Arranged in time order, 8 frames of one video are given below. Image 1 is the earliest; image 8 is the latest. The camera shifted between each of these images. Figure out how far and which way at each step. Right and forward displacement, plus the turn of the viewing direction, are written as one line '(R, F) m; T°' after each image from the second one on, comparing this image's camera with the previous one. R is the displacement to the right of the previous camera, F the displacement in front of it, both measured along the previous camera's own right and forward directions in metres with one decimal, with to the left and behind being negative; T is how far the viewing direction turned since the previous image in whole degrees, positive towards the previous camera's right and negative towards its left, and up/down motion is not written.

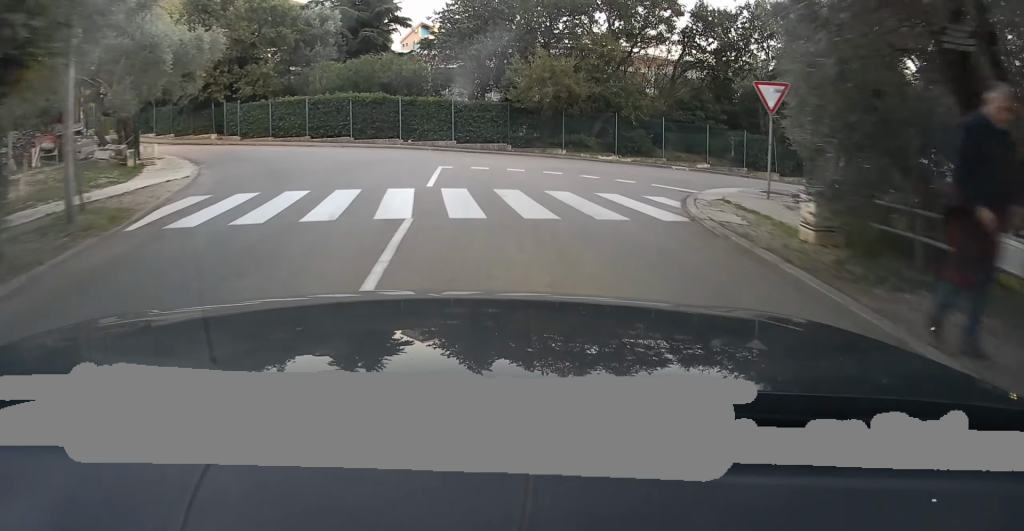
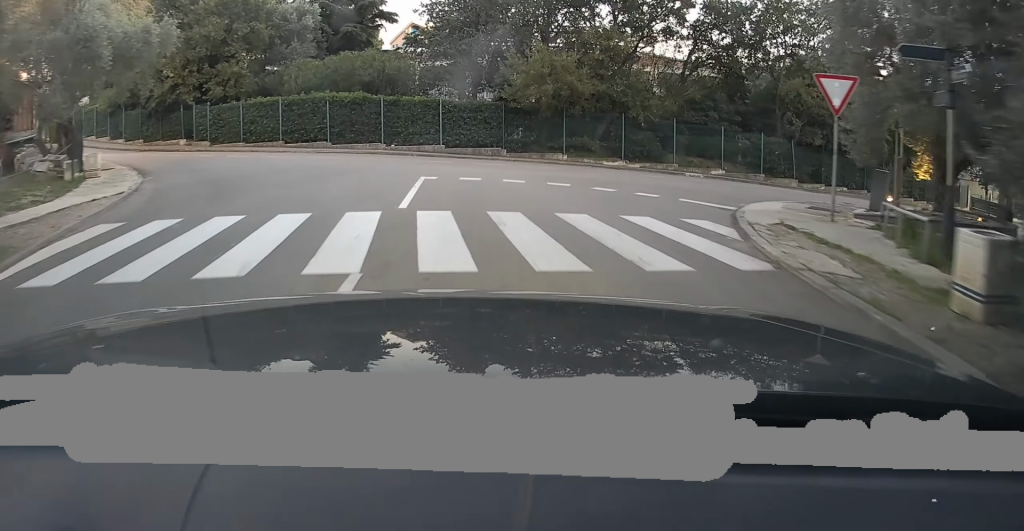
(0.0, +3.4) m; +1°
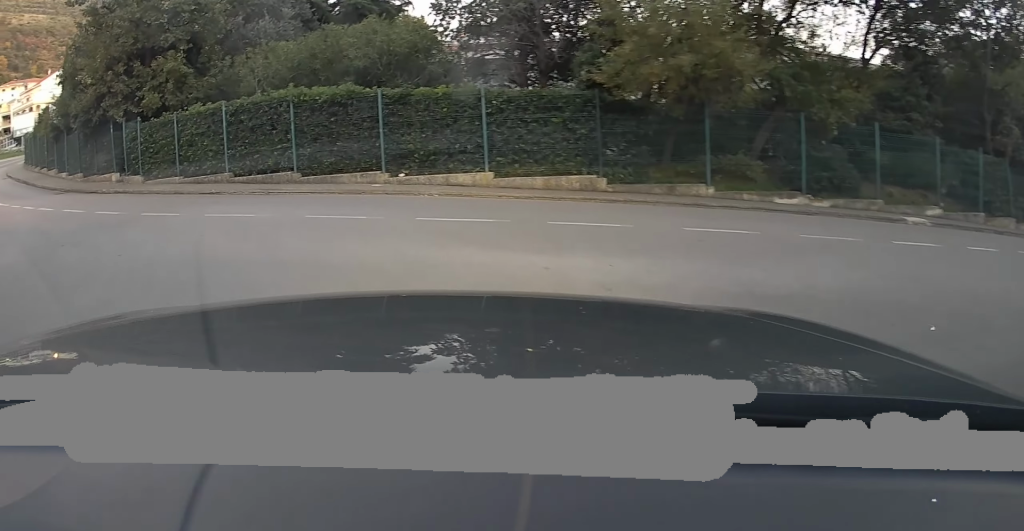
(0.0, +13.1) m; -10°
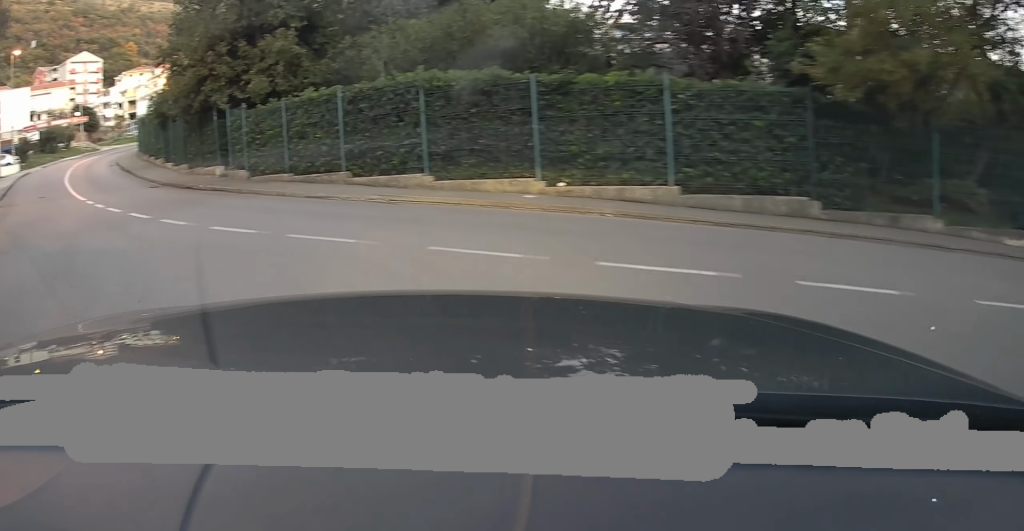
(-0.3, +3.4) m; -18°
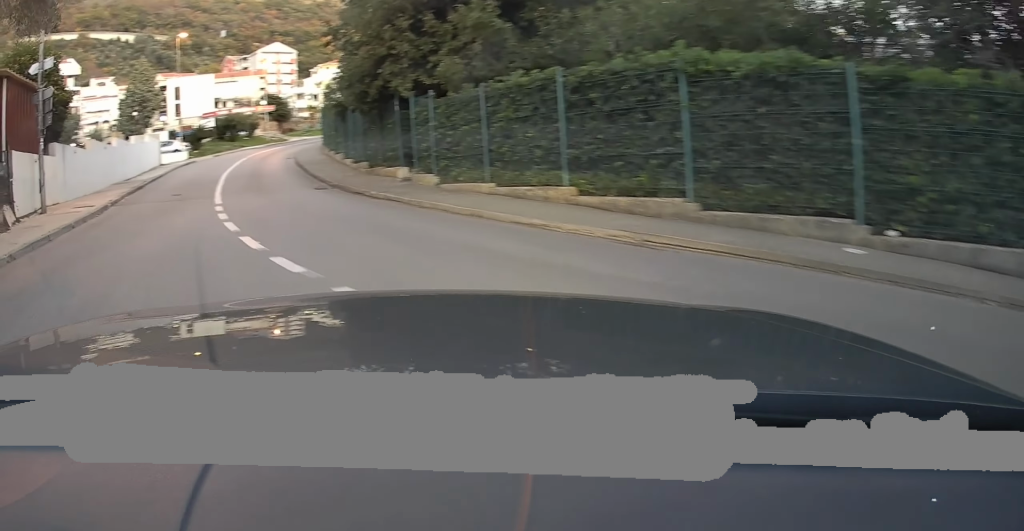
(-0.7, +3.7) m; -20°
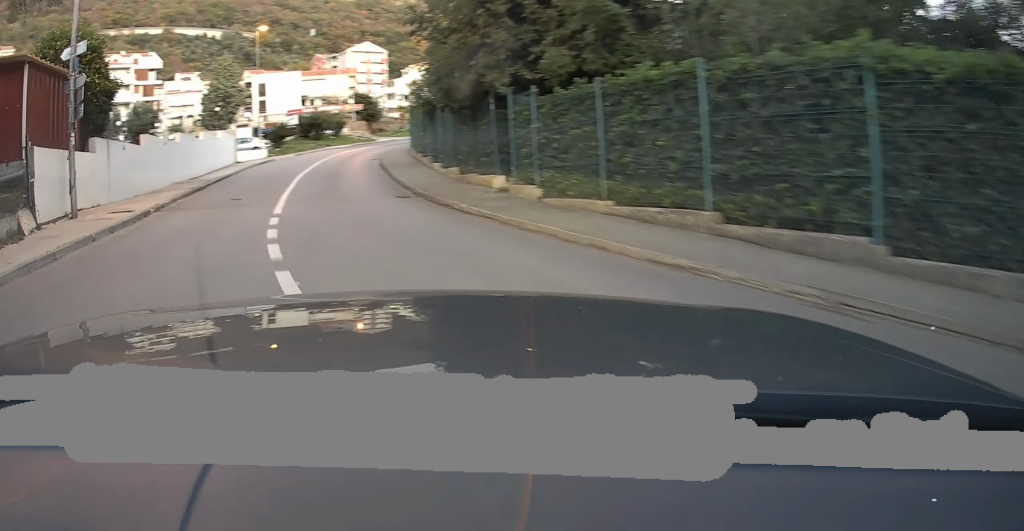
(-0.3, +2.3) m; -4°
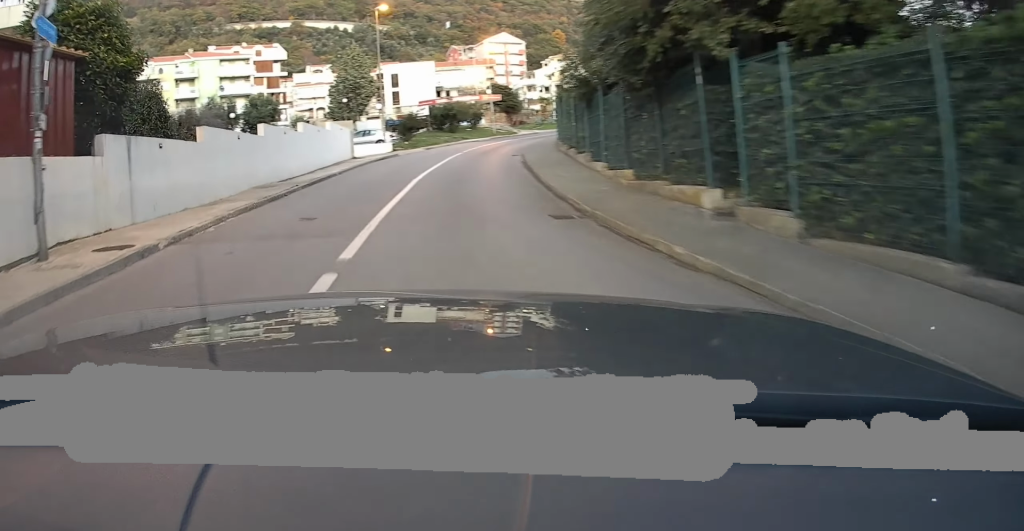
(-0.4, +4.8) m; -6°
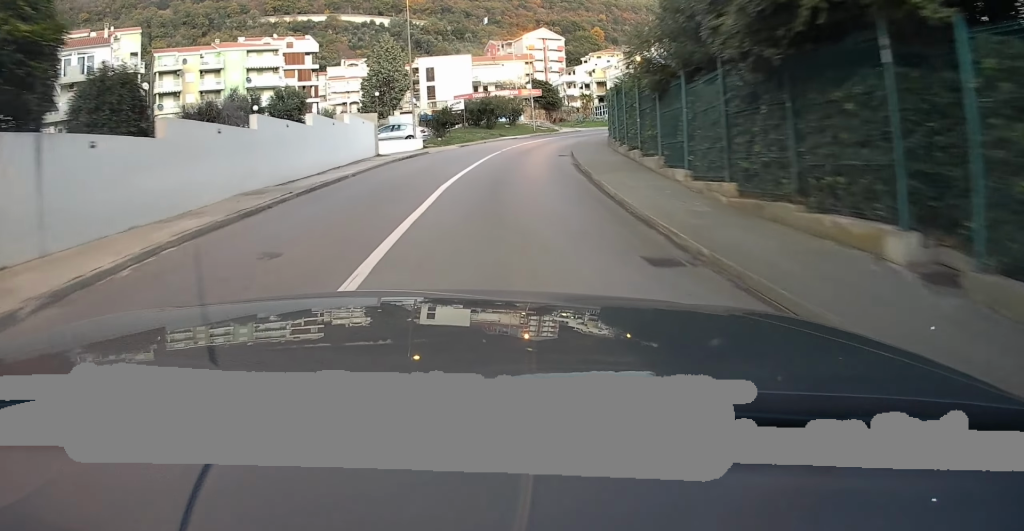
(-0.1, +3.5) m; -2°
